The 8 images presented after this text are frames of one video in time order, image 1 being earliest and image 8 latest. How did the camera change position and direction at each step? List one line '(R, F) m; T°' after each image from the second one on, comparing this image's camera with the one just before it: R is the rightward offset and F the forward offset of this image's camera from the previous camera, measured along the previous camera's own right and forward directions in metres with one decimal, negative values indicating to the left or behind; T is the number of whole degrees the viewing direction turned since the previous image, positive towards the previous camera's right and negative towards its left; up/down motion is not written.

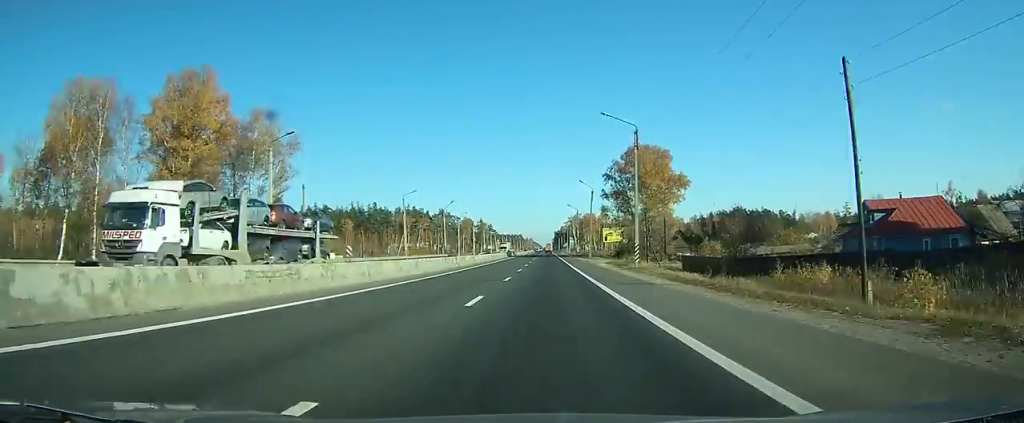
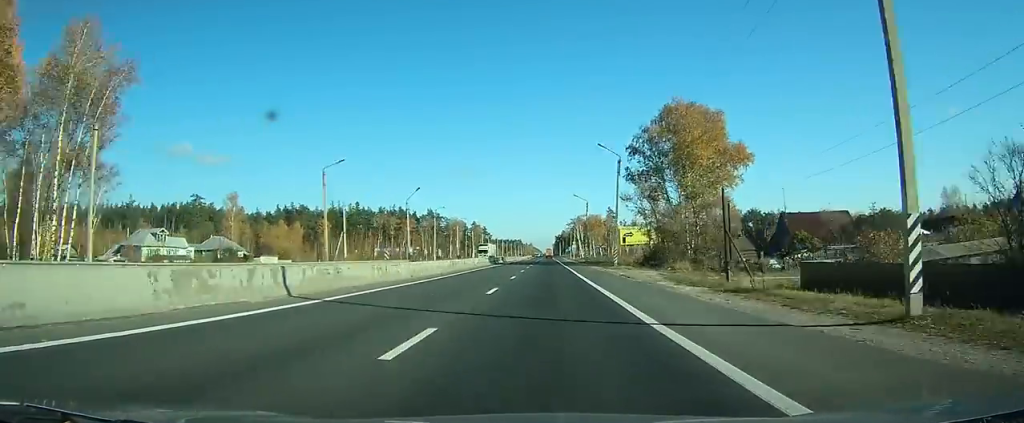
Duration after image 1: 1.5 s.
(-0.1, +30.8) m; 0°
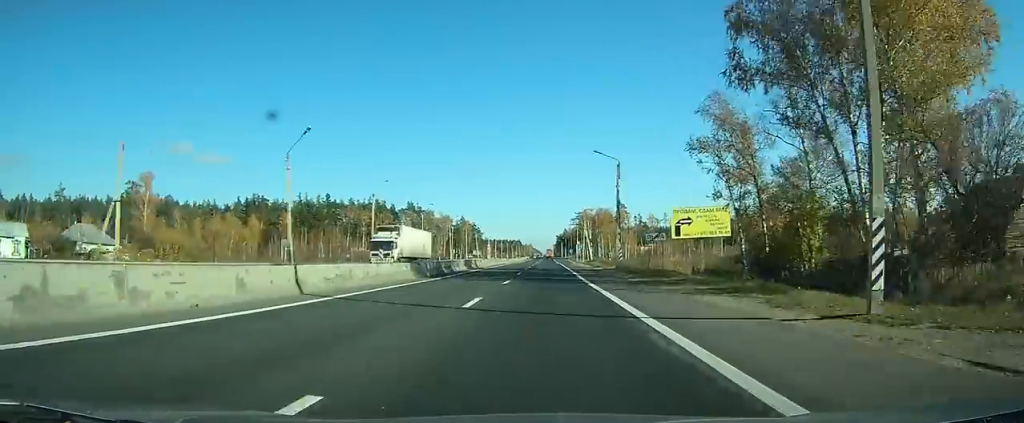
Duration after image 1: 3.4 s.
(-0.2, +39.8) m; 0°
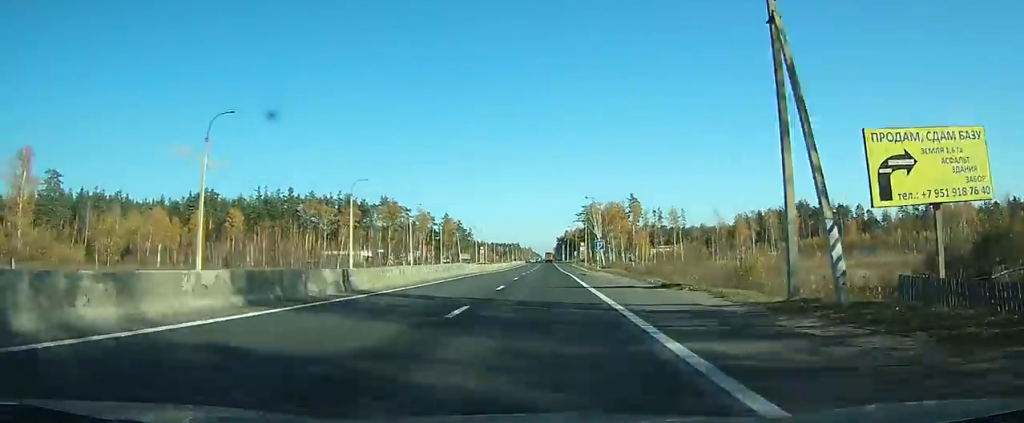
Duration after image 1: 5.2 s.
(0.0, +36.8) m; 0°
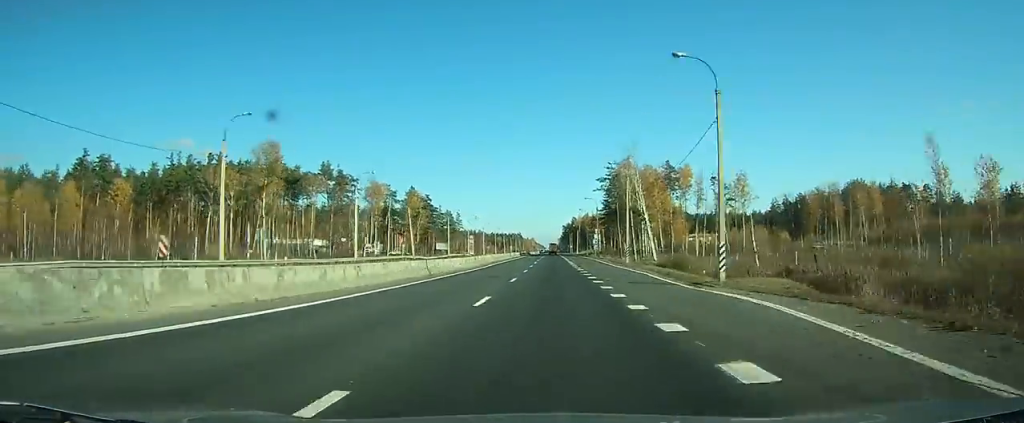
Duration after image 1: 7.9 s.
(+0.1, +59.7) m; 0°
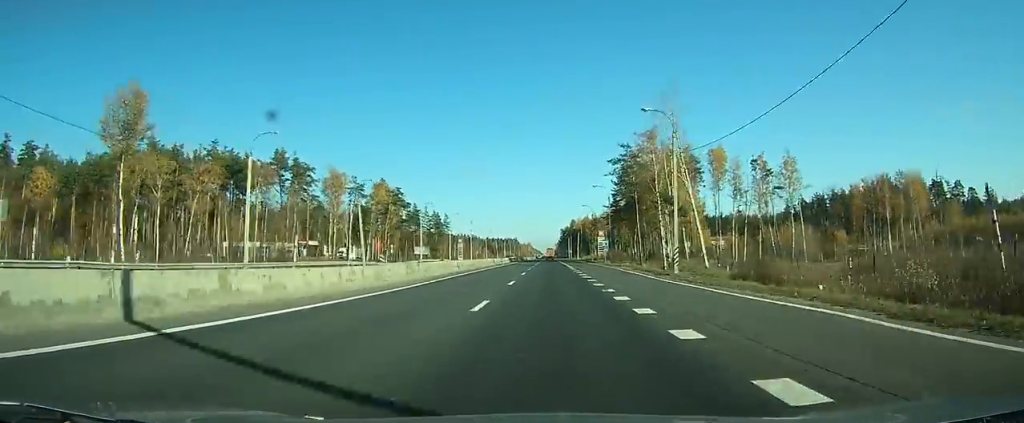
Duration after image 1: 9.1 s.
(0.0, +26.0) m; 0°
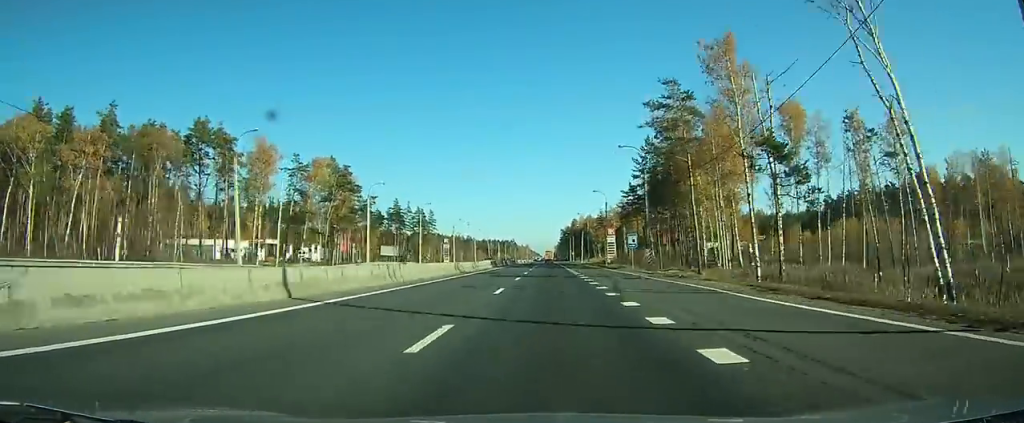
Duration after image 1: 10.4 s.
(0.0, +30.5) m; 0°
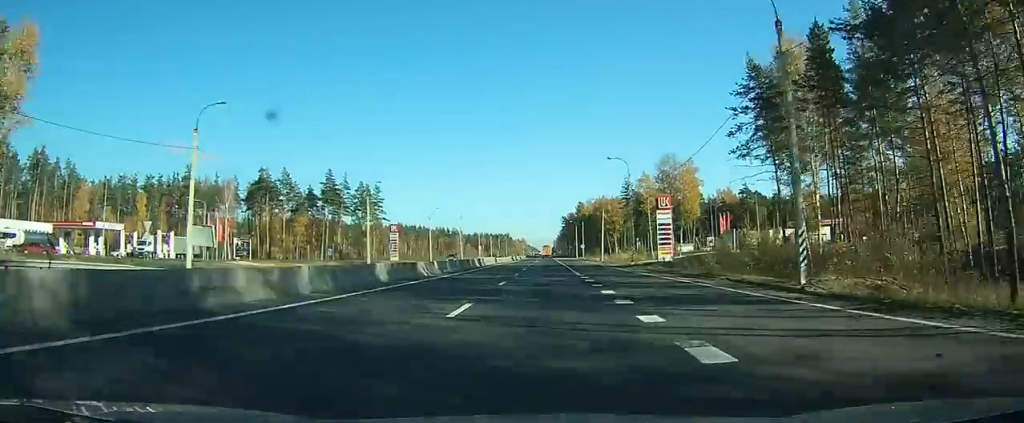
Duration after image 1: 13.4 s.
(0.0, +66.1) m; 0°
